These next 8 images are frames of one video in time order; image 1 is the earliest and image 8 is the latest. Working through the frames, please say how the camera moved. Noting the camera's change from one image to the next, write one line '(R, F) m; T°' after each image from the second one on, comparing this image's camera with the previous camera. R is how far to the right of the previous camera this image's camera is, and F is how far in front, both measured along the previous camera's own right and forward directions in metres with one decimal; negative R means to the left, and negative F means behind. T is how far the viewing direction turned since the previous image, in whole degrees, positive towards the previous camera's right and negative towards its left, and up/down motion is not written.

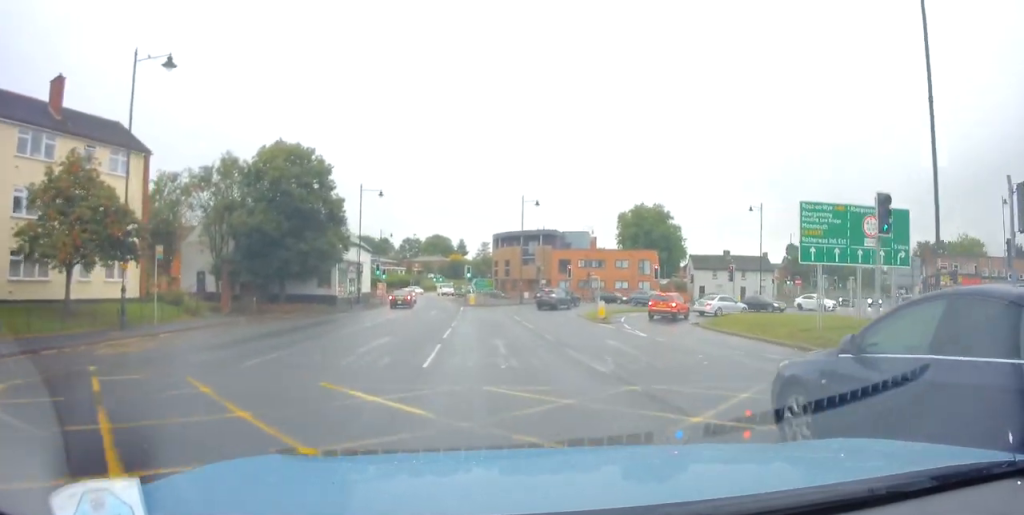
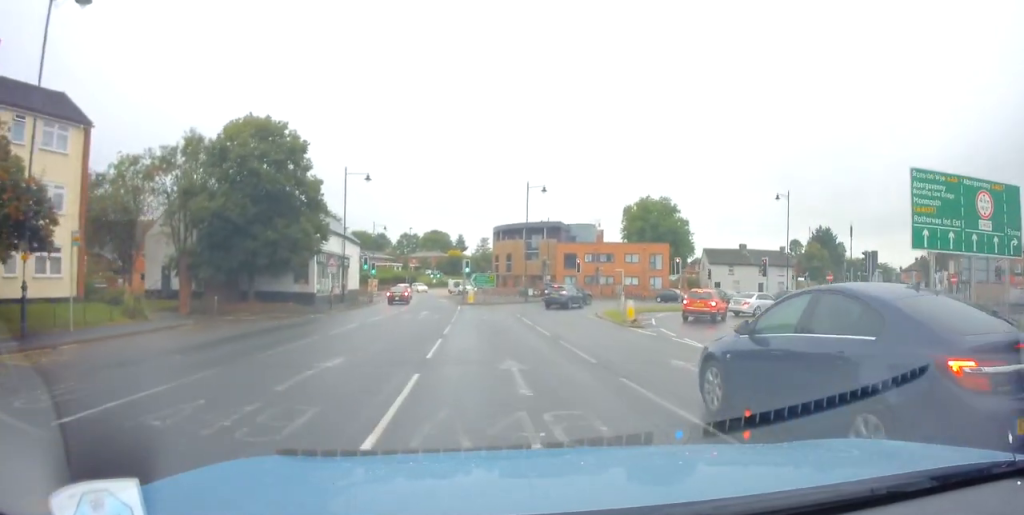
(+0.2, +5.7) m; 0°
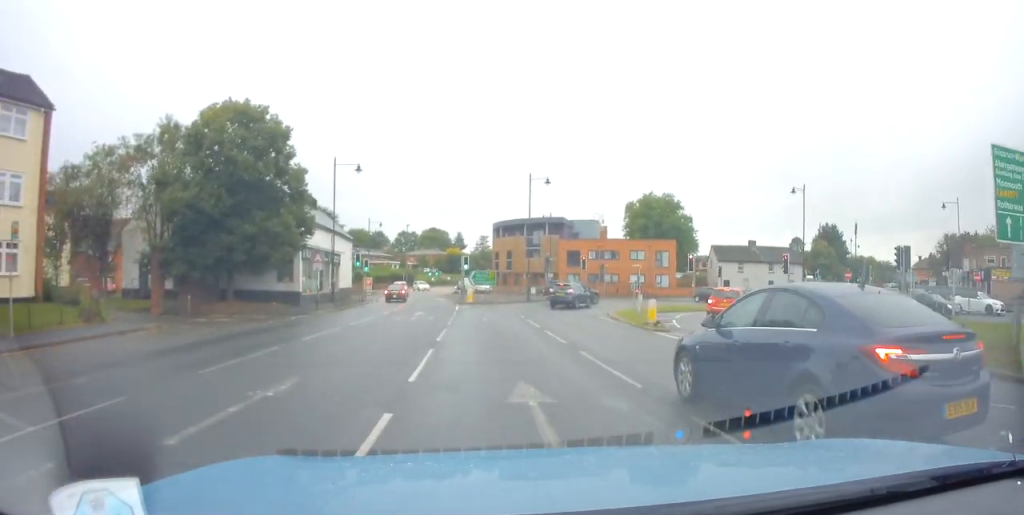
(+0.1, +3.1) m; 0°
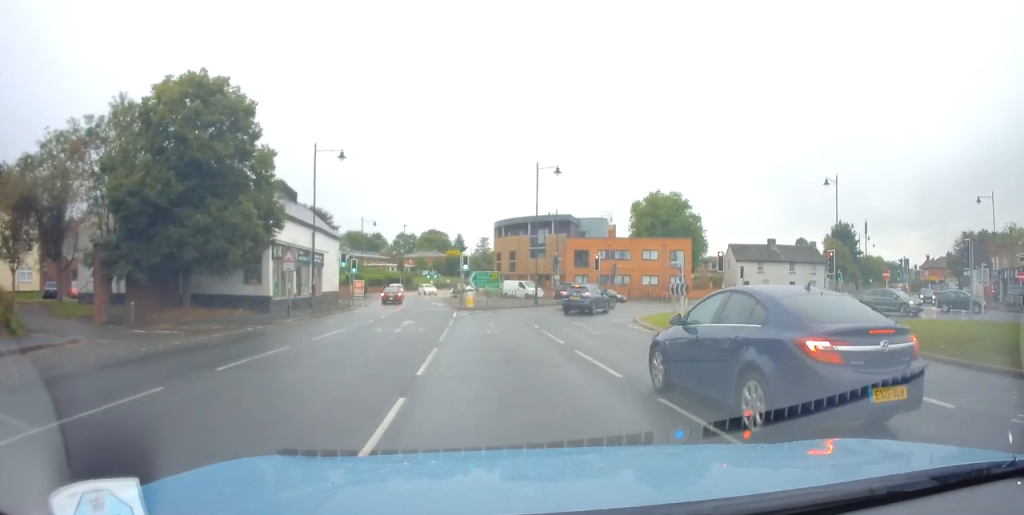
(-0.2, +5.4) m; -2°
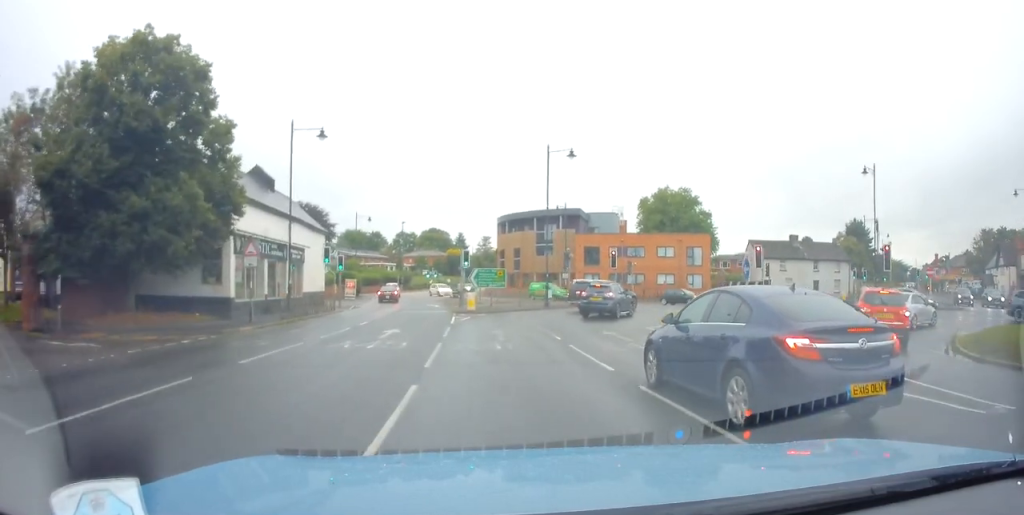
(0.0, +5.2) m; 0°
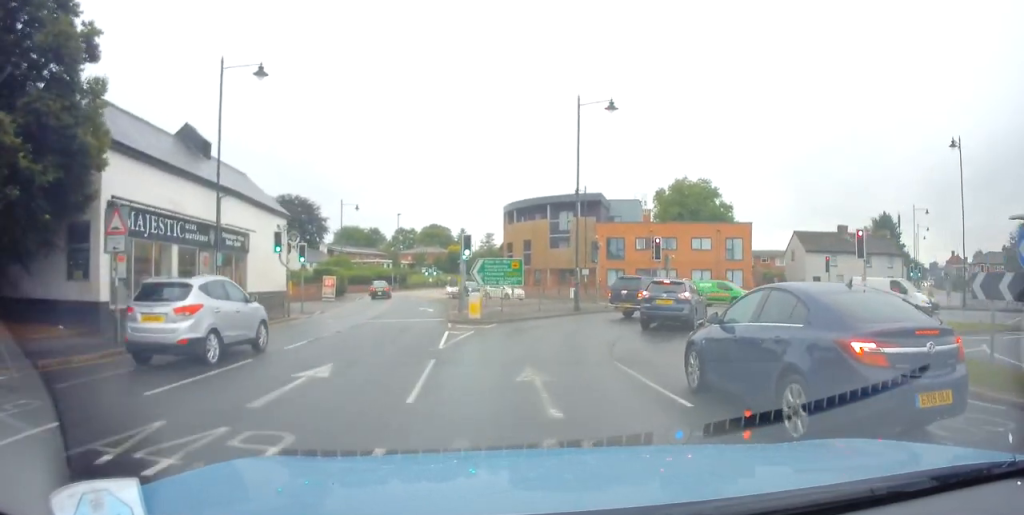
(+0.1, +9.9) m; +2°
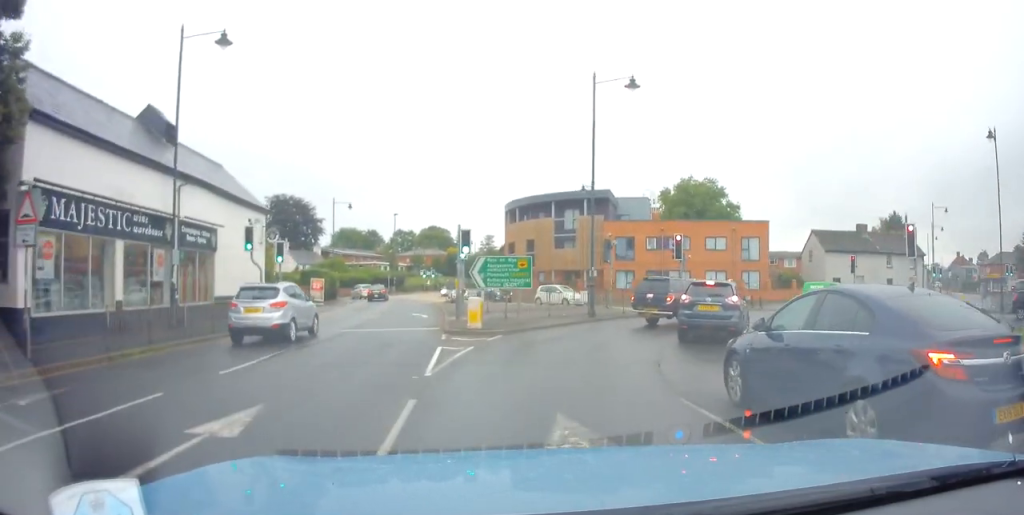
(+0.1, +3.5) m; 0°
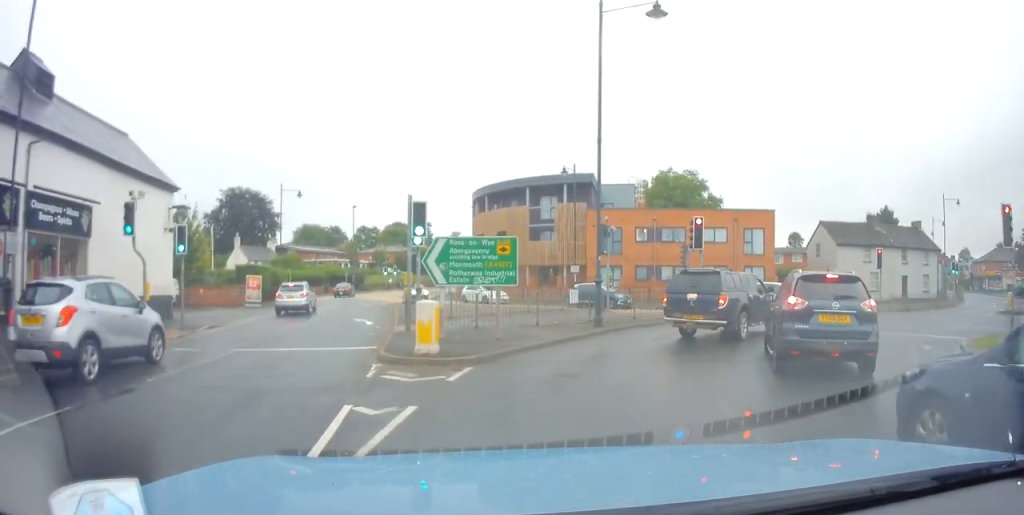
(-0.2, +7.0) m; -1°
